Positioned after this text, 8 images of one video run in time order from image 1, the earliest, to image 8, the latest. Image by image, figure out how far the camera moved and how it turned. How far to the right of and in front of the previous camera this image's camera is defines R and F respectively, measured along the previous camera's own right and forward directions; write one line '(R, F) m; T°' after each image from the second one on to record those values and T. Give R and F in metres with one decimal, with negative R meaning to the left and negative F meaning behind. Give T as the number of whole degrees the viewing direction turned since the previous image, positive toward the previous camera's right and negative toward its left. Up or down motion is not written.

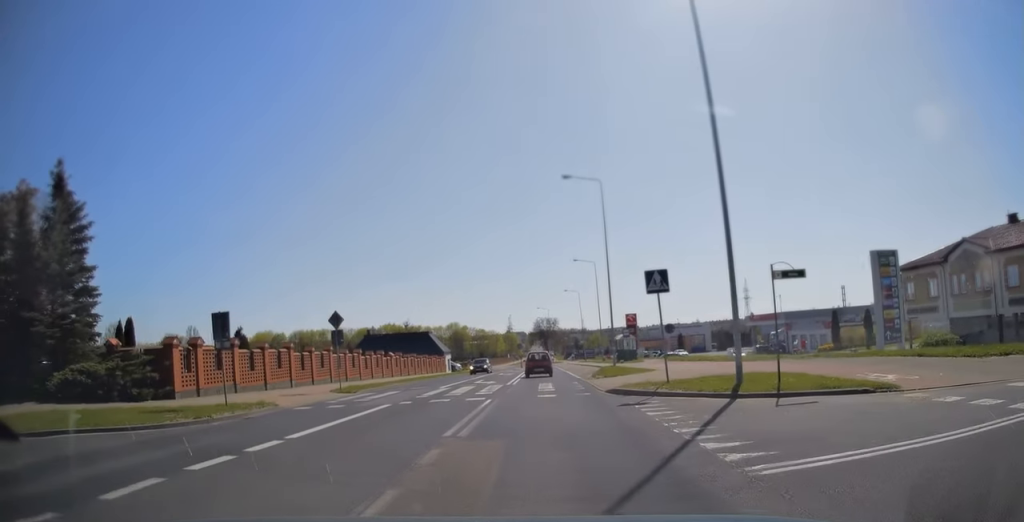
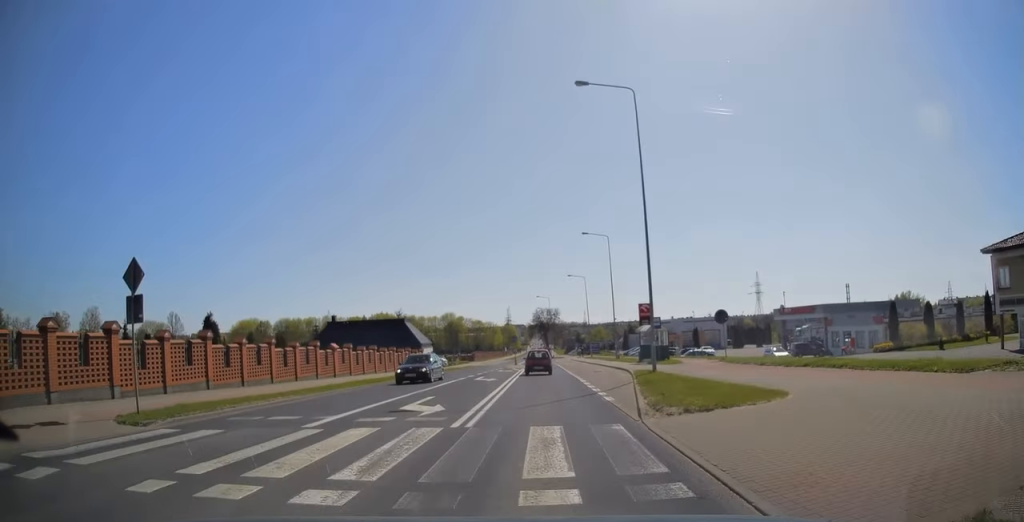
(0.0, +14.2) m; -1°
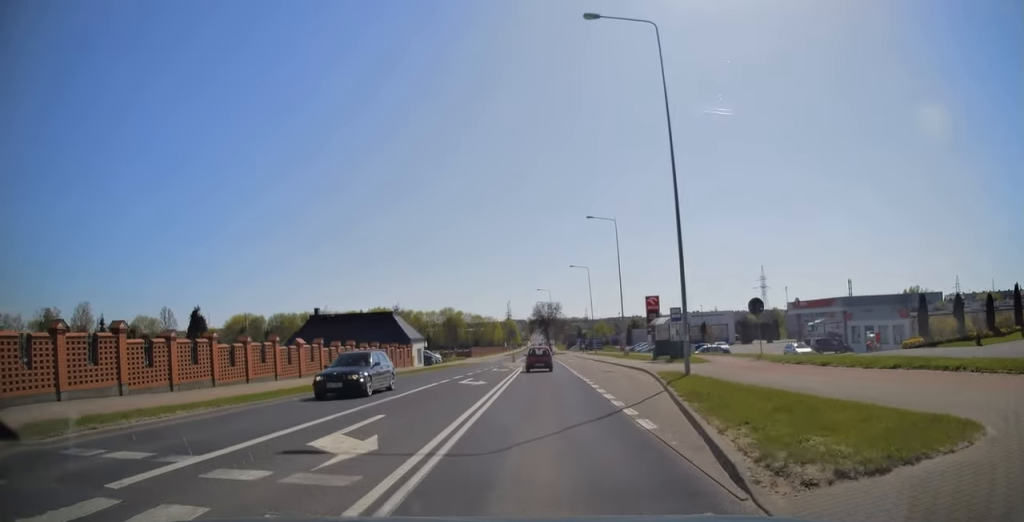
(-0.1, +5.6) m; 0°
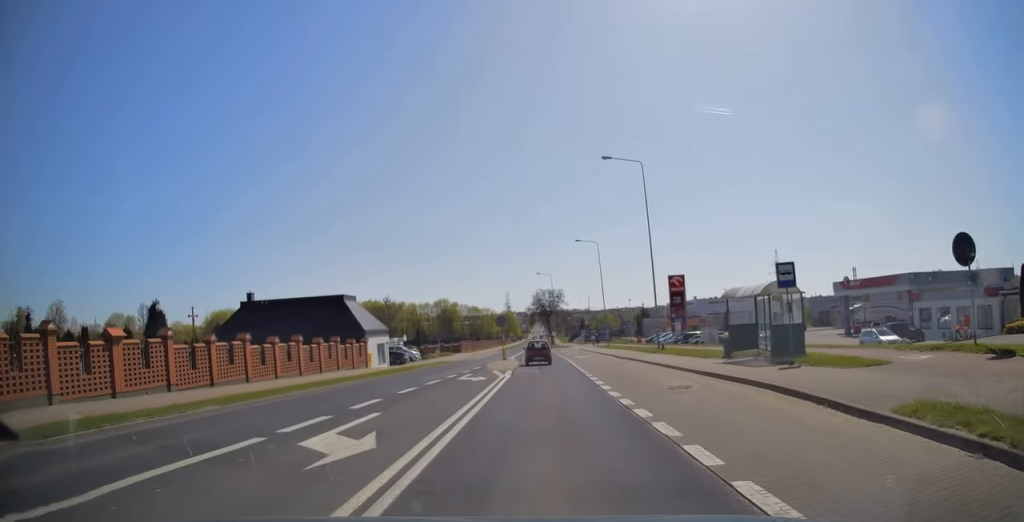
(-0.1, +15.3) m; 0°
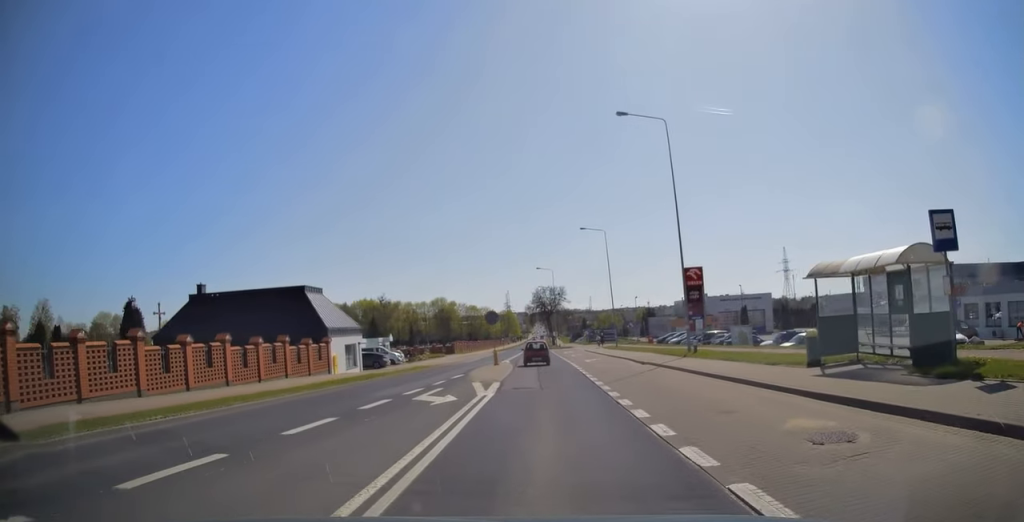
(0.0, +7.8) m; 0°
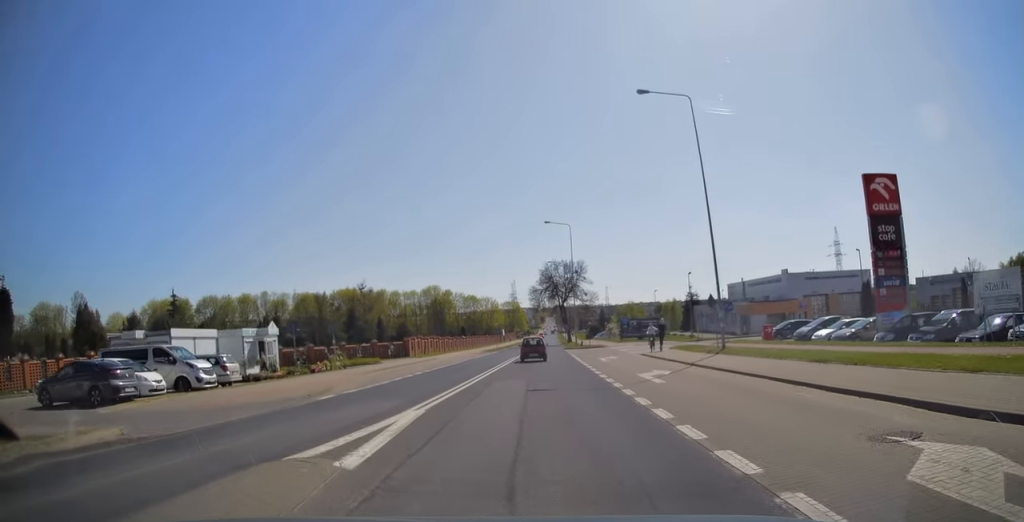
(-0.1, +34.6) m; 0°
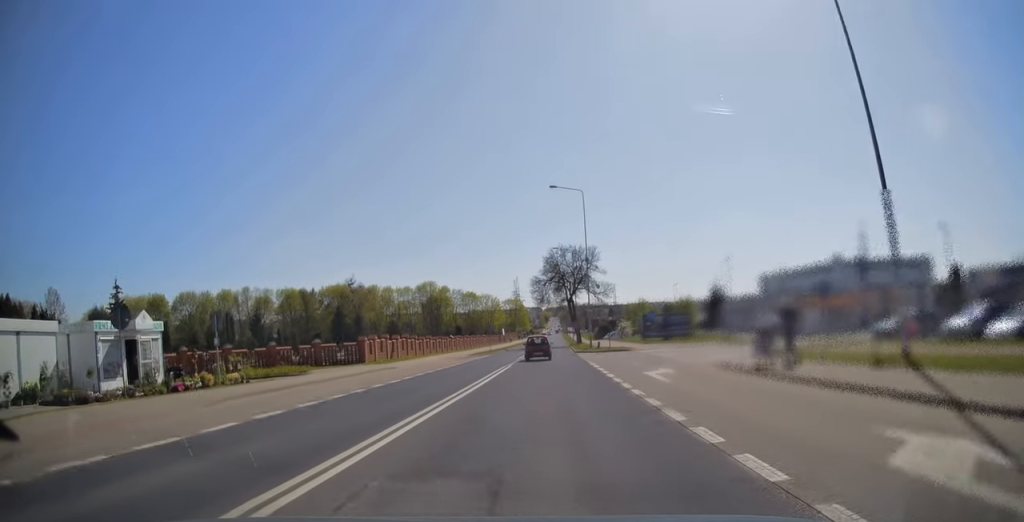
(0.0, +14.3) m; 0°
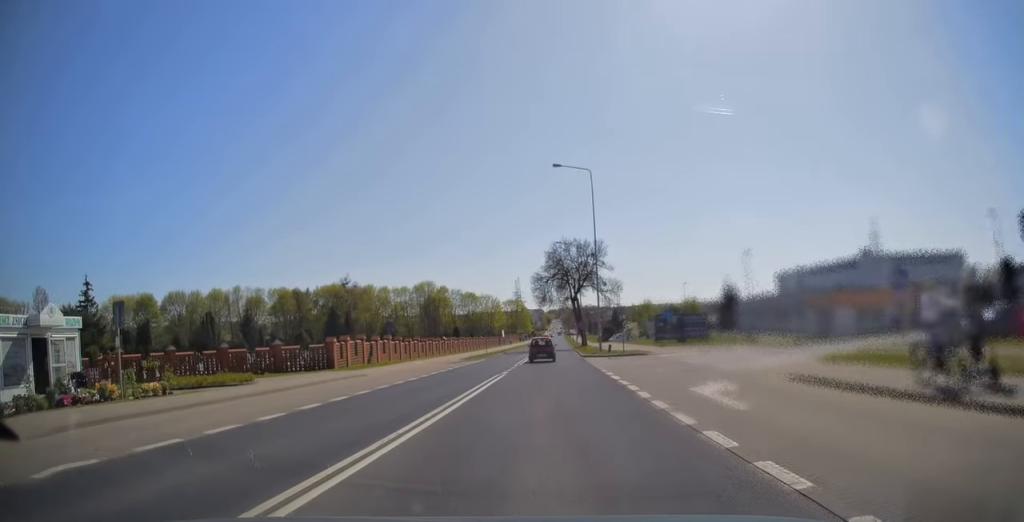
(0.0, +6.2) m; 0°
